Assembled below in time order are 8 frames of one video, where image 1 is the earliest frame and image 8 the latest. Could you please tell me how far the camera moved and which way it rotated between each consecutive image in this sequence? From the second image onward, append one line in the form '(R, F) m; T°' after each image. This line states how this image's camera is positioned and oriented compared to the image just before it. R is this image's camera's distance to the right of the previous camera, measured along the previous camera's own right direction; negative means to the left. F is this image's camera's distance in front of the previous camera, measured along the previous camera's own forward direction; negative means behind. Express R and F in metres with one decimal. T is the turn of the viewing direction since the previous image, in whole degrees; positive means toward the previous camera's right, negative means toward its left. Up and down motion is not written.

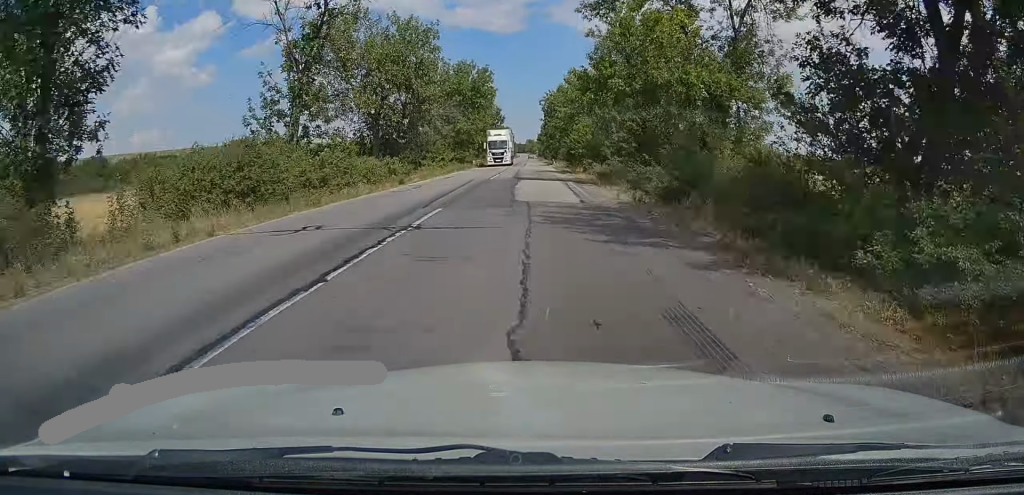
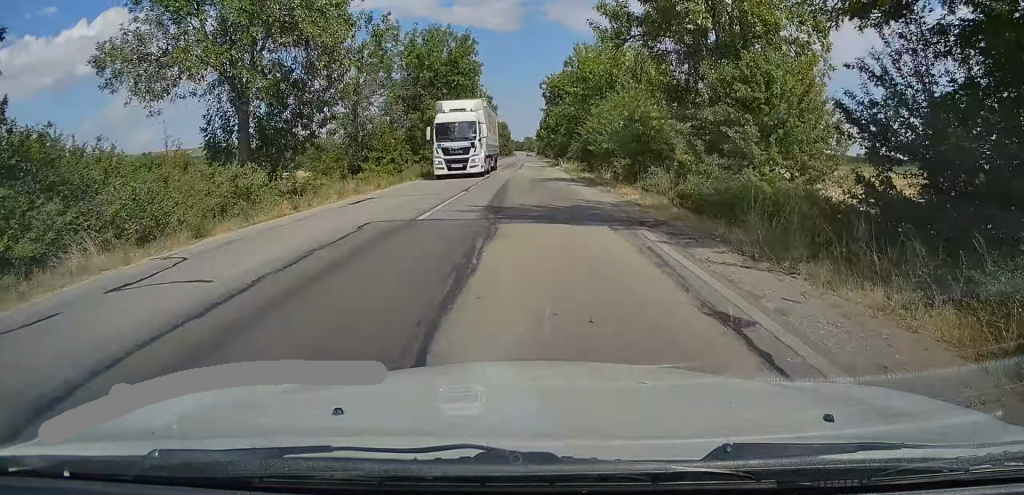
(0.0, +20.0) m; 0°
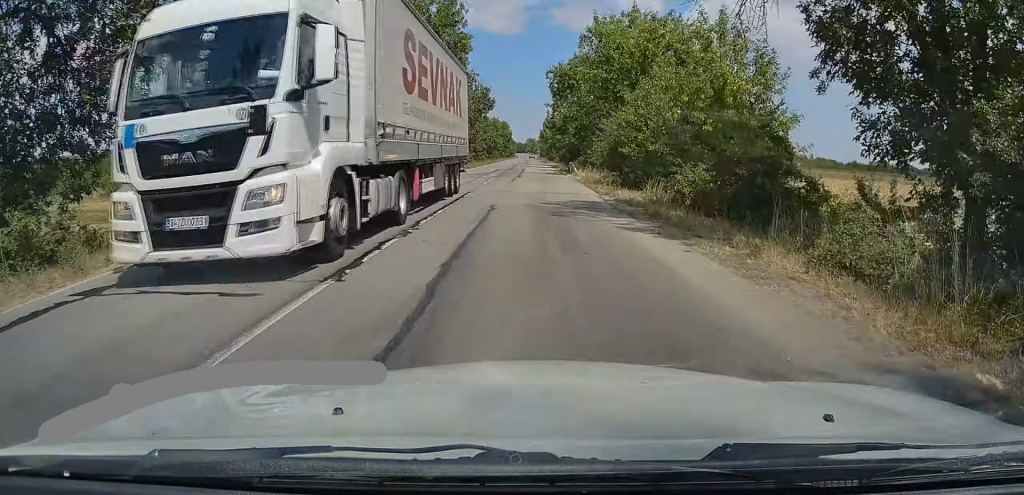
(-0.1, +13.6) m; 0°
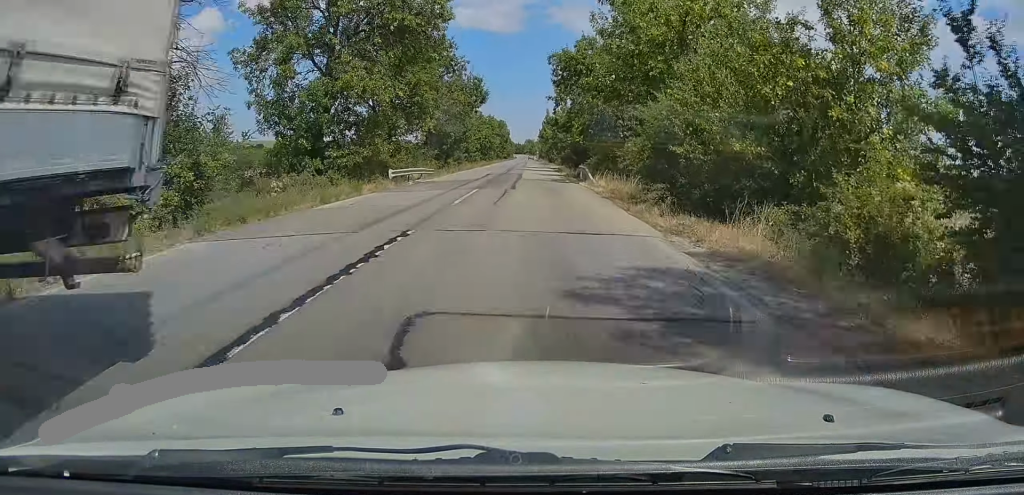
(0.0, +10.4) m; 0°
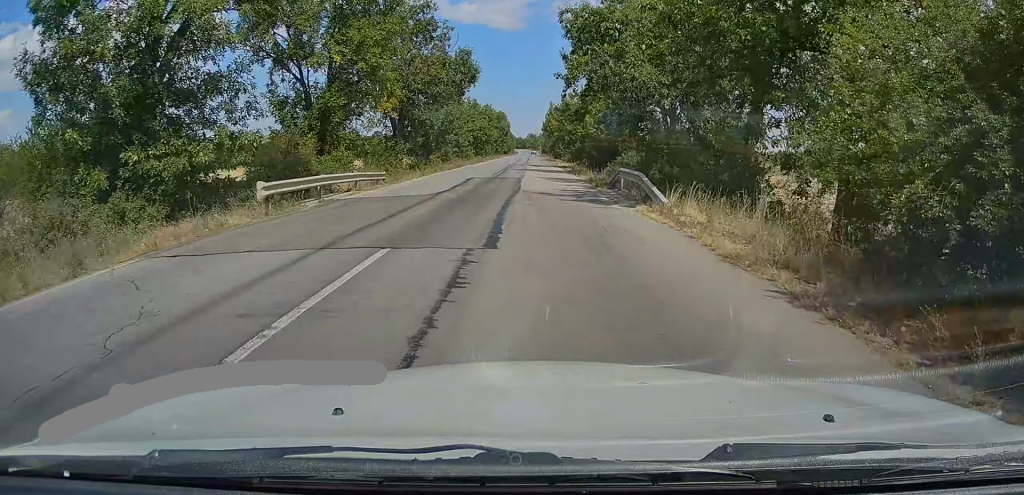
(0.0, +15.1) m; 0°
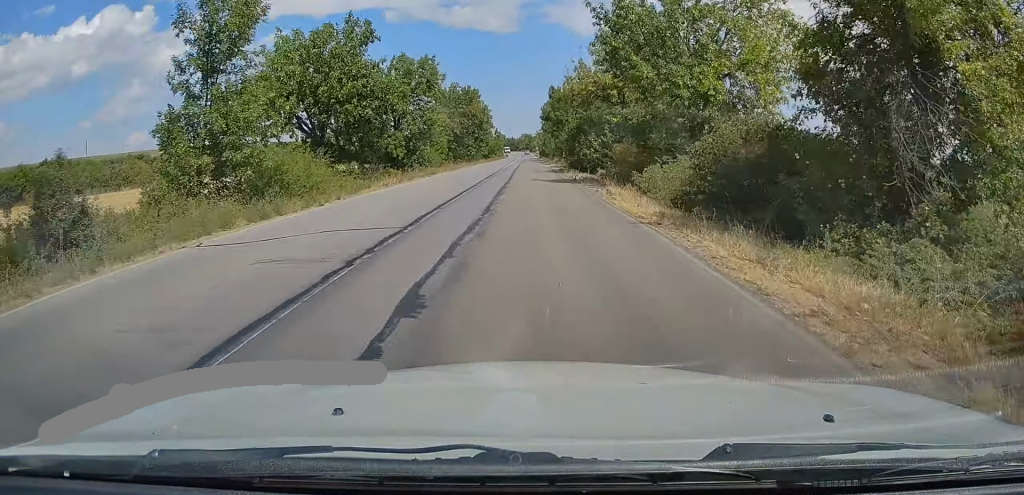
(+0.1, +58.8) m; +1°
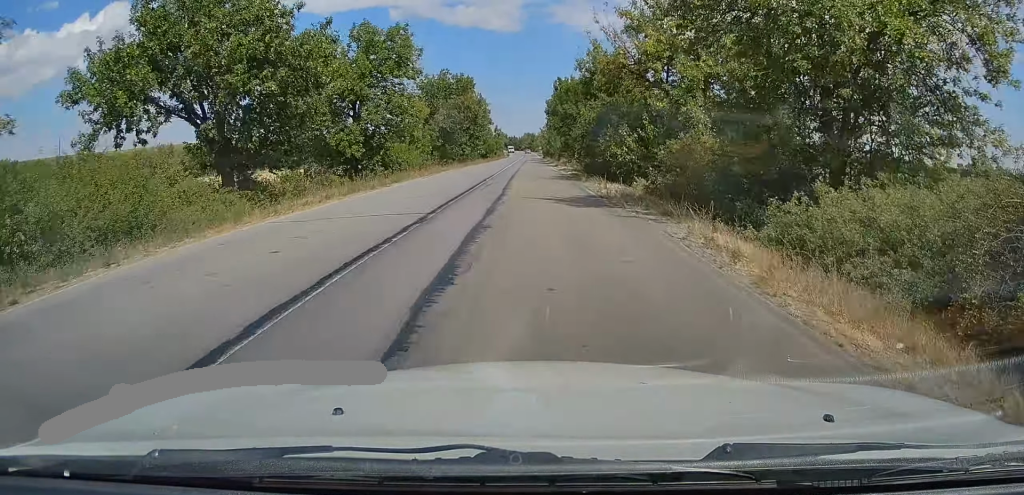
(+0.1, +12.5) m; 0°
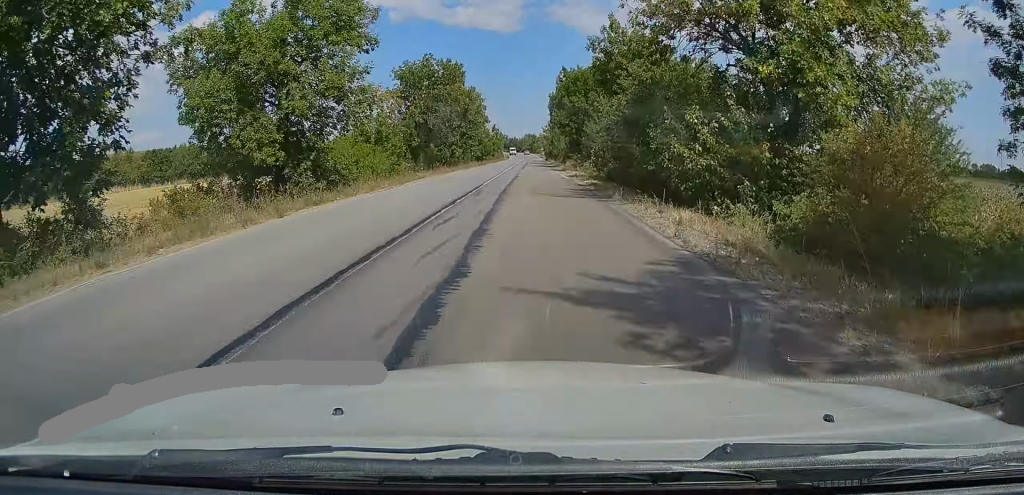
(+0.1, +11.7) m; 0°
